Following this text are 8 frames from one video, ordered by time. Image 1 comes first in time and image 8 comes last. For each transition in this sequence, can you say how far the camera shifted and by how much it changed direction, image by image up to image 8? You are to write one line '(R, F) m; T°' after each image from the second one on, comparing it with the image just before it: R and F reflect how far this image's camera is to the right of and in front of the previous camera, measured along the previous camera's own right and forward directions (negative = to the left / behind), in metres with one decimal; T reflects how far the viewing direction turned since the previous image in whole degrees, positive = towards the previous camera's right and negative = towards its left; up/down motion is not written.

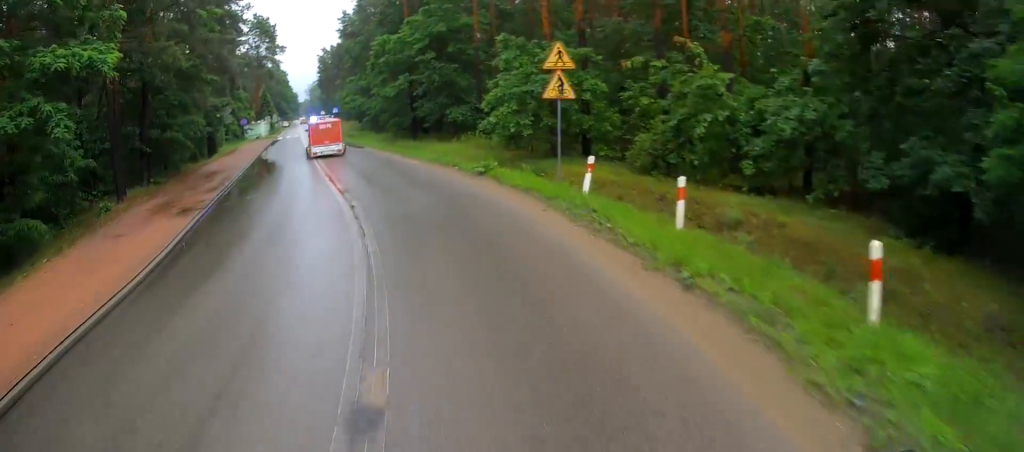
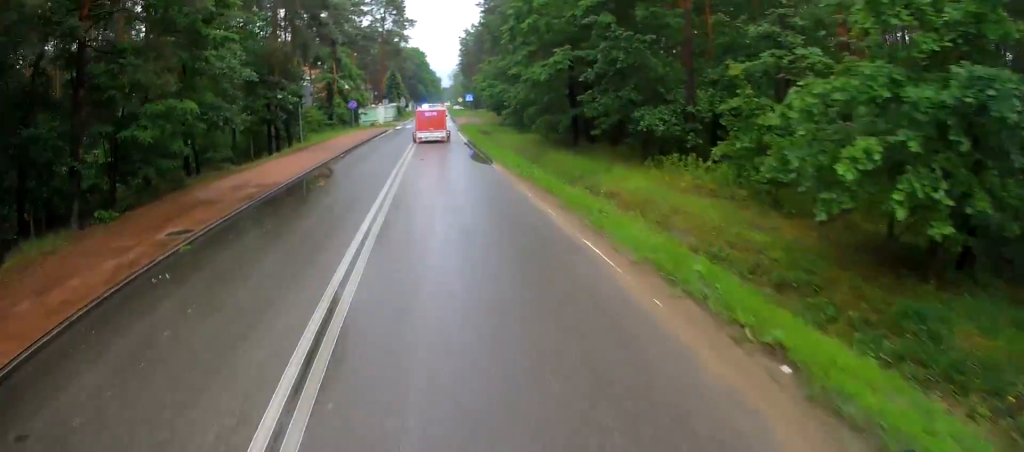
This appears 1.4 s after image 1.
(-2.3, +13.9) m; -15°
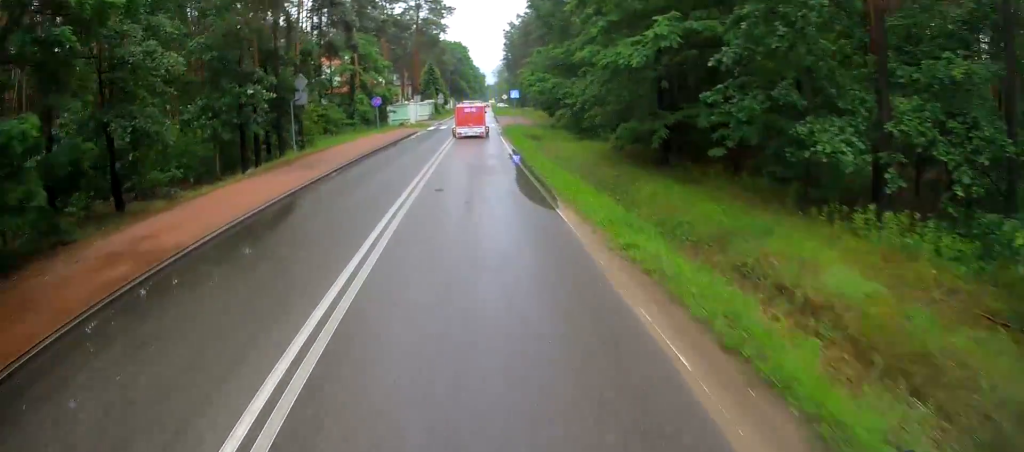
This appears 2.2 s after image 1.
(-0.4, +8.7) m; -4°
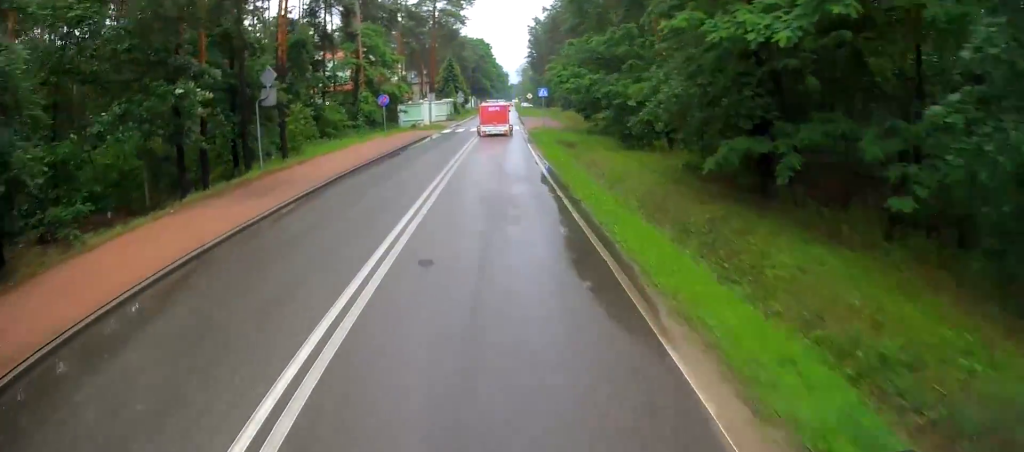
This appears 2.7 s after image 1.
(+0.2, +6.5) m; -2°
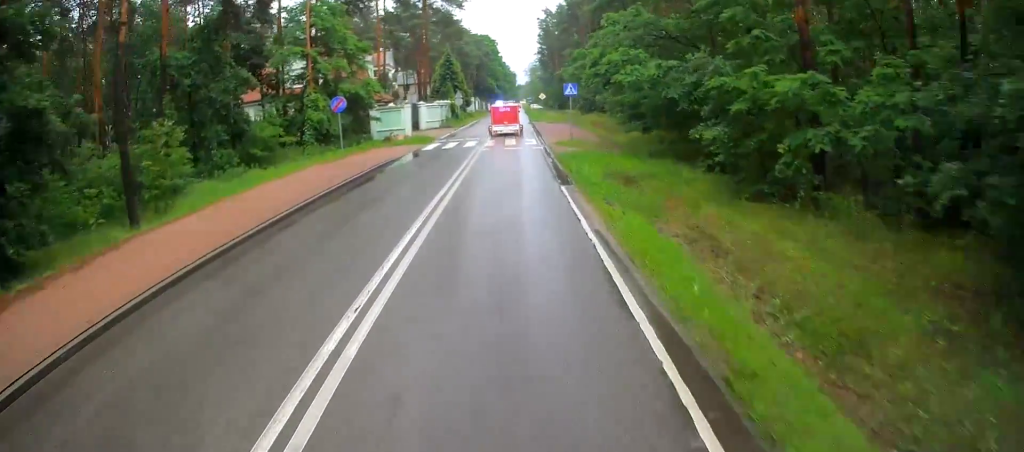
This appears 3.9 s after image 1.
(-0.8, +13.8) m; -6°
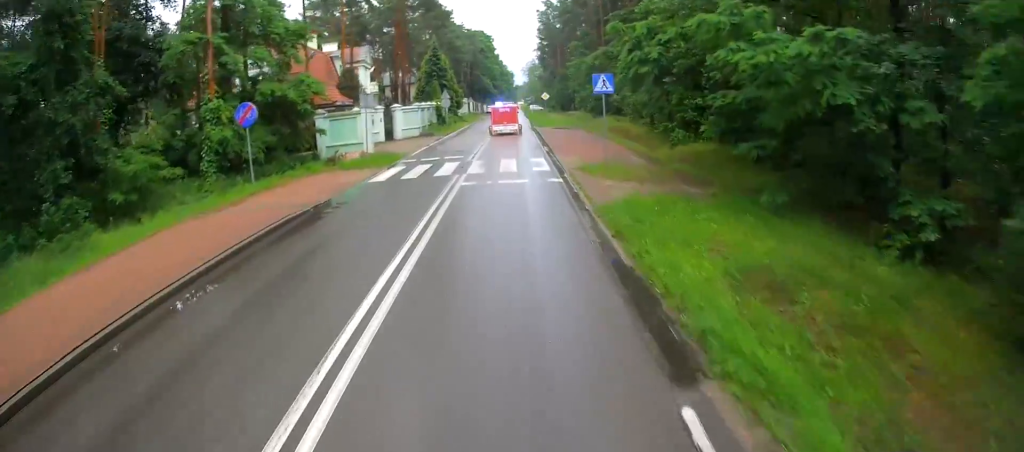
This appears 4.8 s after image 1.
(-0.5, +11.2) m; 0°
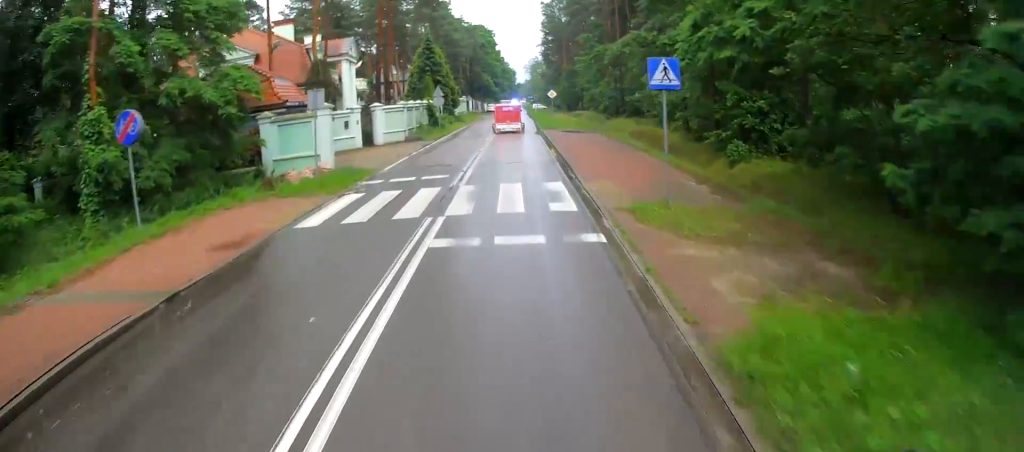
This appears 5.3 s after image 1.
(+0.3, +7.2) m; -4°
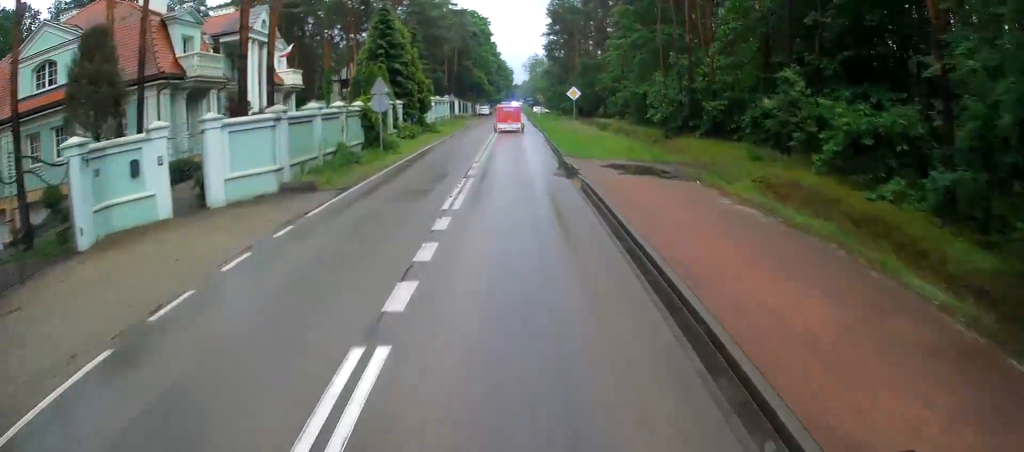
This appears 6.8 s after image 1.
(-2.1, +19.2) m; -5°
